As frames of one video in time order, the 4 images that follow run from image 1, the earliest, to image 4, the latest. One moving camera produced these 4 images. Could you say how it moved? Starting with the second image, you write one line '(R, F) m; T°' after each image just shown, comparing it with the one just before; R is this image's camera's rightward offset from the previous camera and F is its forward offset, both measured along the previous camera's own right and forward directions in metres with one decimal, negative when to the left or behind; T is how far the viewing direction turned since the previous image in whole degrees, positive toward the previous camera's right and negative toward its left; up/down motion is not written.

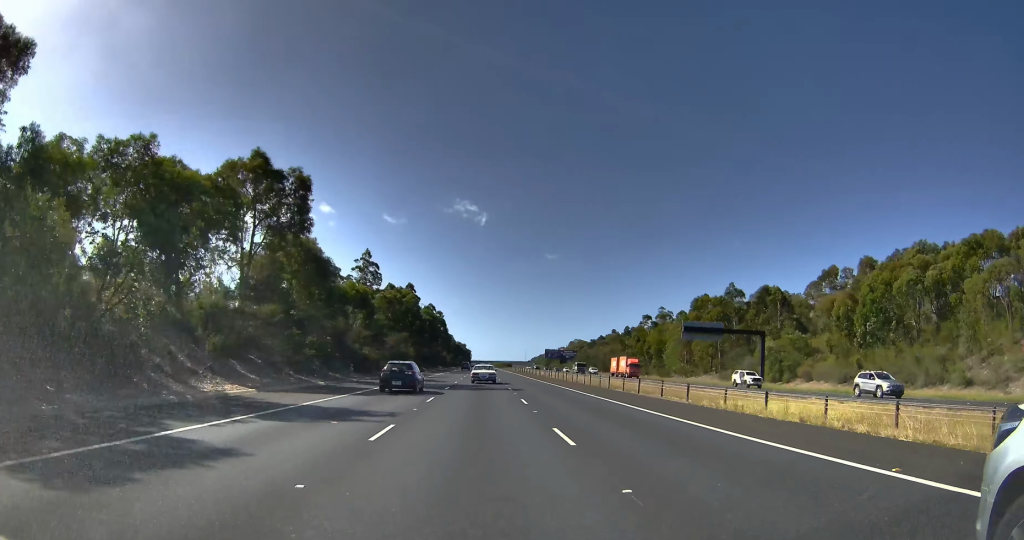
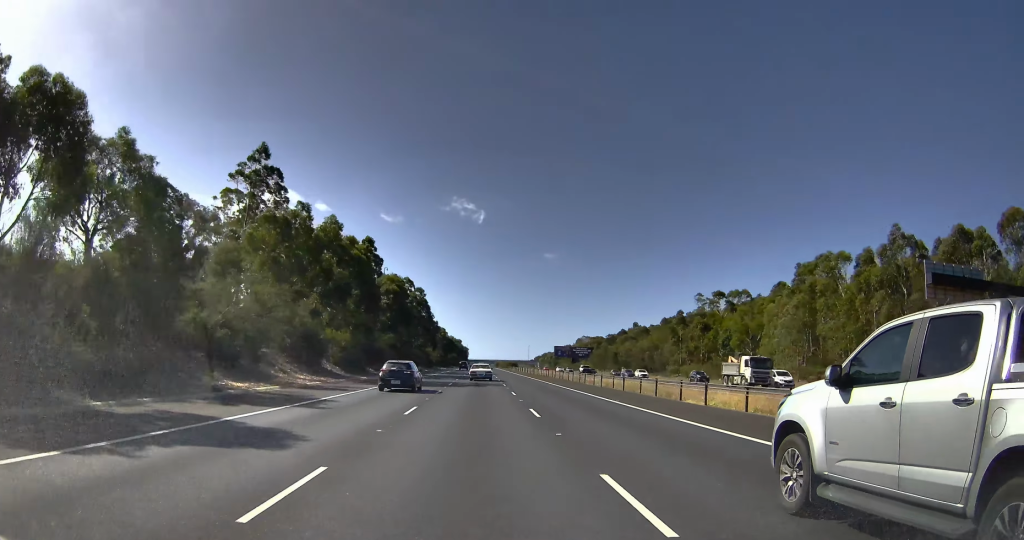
(+1.1, +47.4) m; +1°
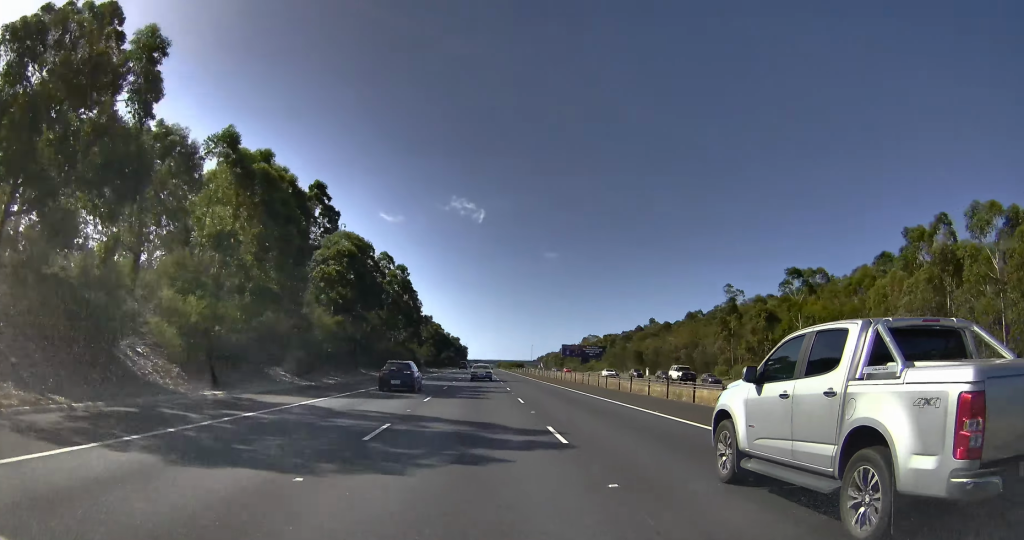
(0.0, +21.7) m; 0°
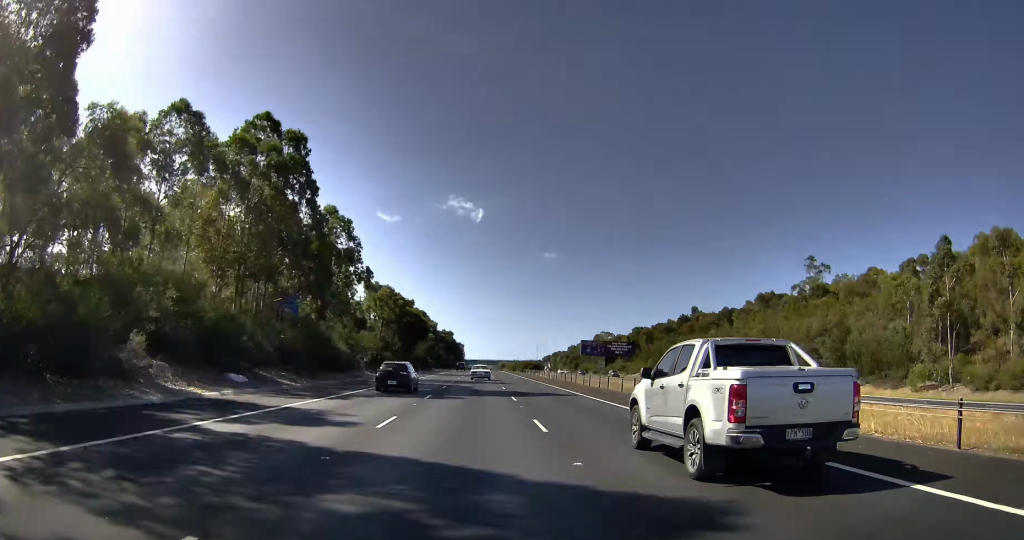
(-0.6, +45.0) m; -2°
